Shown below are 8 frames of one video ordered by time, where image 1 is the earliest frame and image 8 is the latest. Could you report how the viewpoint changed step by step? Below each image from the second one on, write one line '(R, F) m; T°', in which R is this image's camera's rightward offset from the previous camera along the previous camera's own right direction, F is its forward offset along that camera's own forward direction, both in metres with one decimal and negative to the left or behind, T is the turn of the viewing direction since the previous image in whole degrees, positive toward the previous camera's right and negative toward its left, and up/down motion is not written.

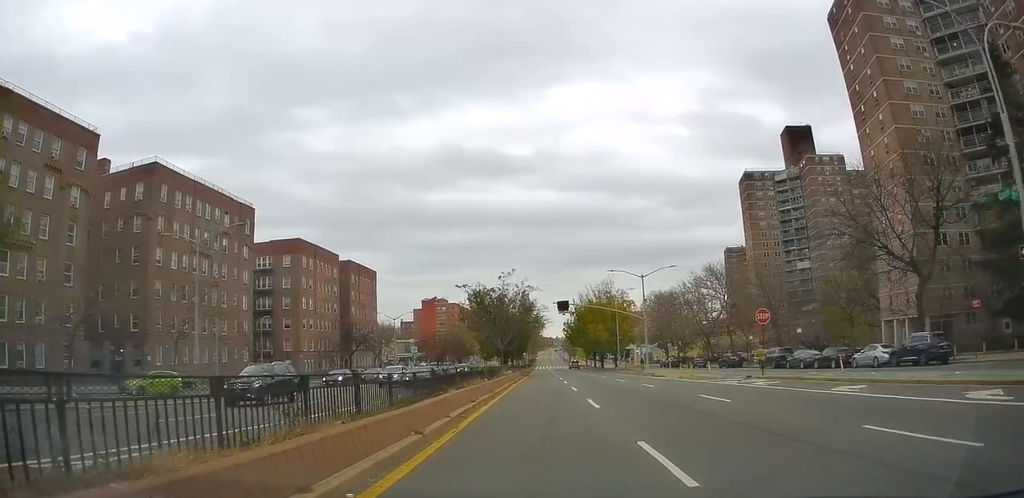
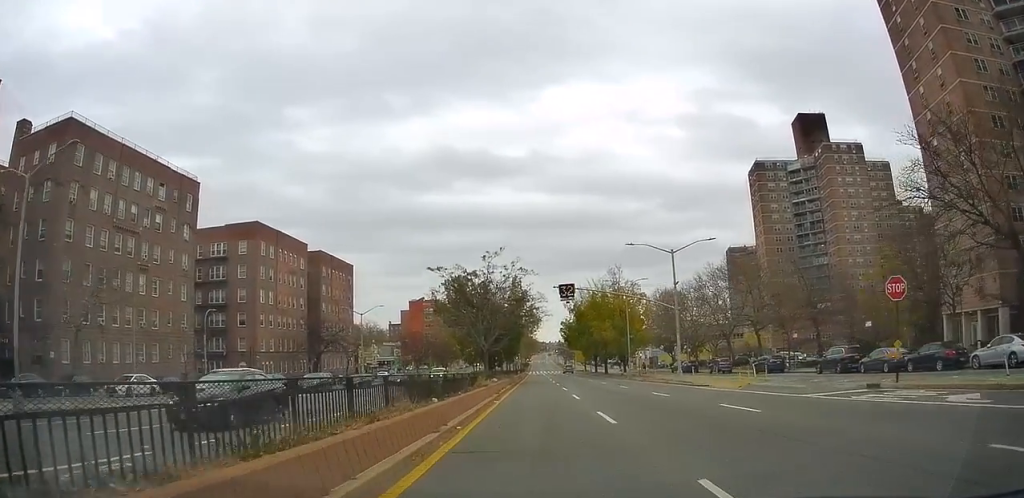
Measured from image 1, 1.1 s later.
(+0.5, +12.6) m; 0°
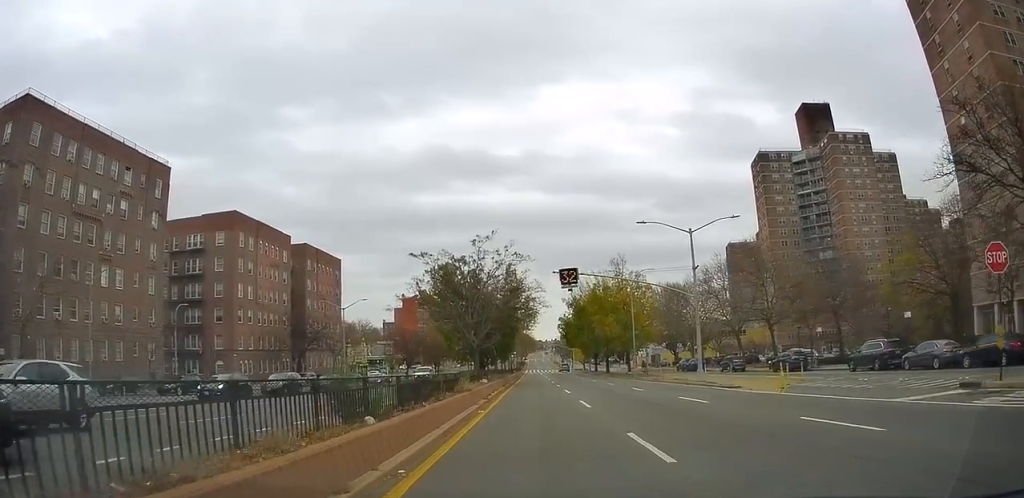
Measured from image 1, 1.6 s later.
(-0.2, +5.3) m; 0°
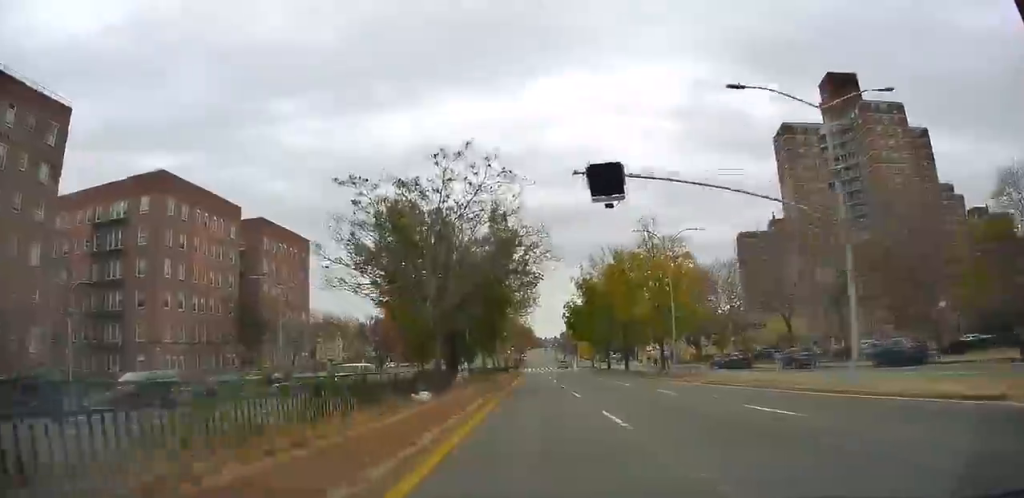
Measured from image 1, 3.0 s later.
(+0.2, +16.6) m; +2°
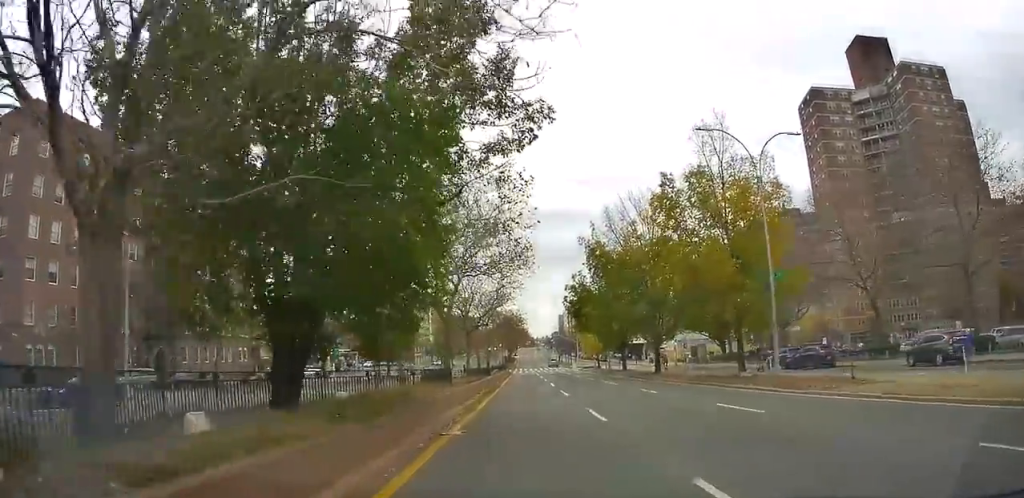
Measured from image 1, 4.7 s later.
(-0.5, +18.8) m; -2°
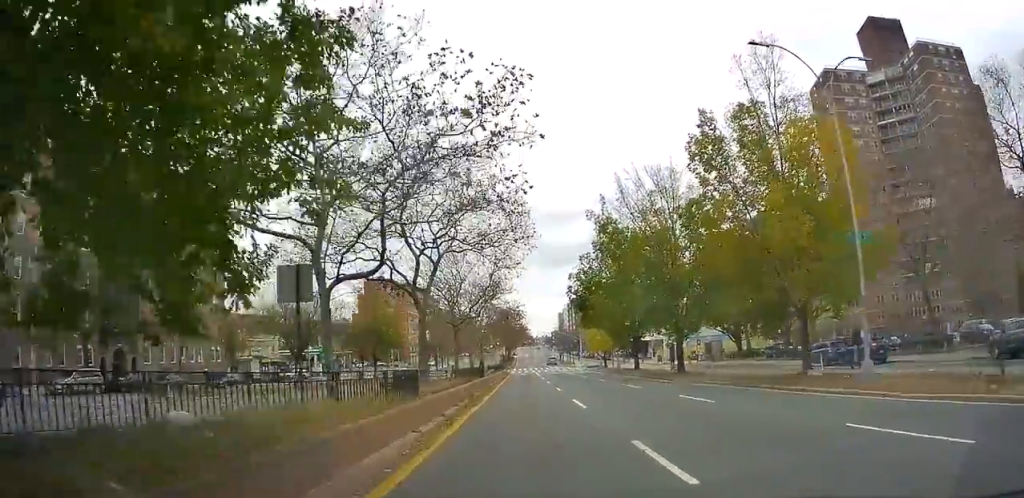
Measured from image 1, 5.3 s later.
(-0.1, +6.9) m; +1°
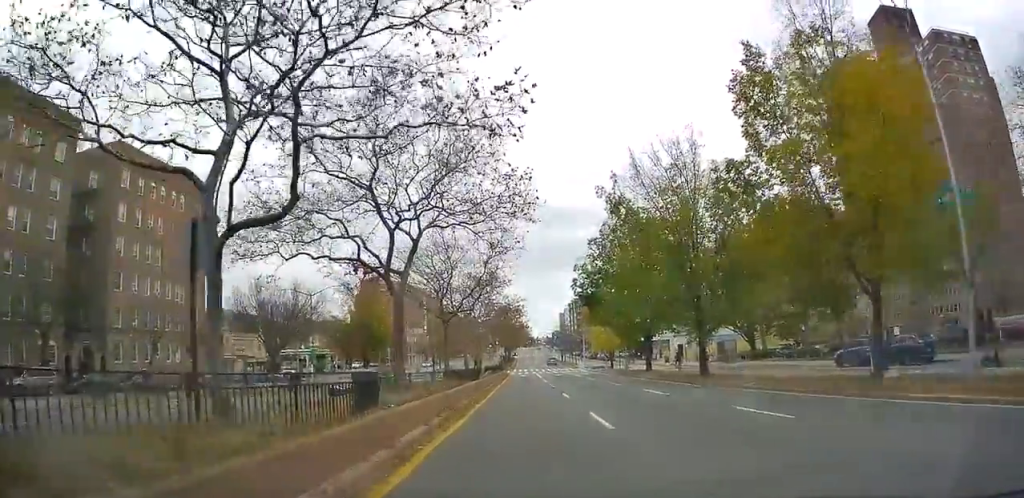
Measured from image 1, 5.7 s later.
(+0.2, +4.8) m; +1°
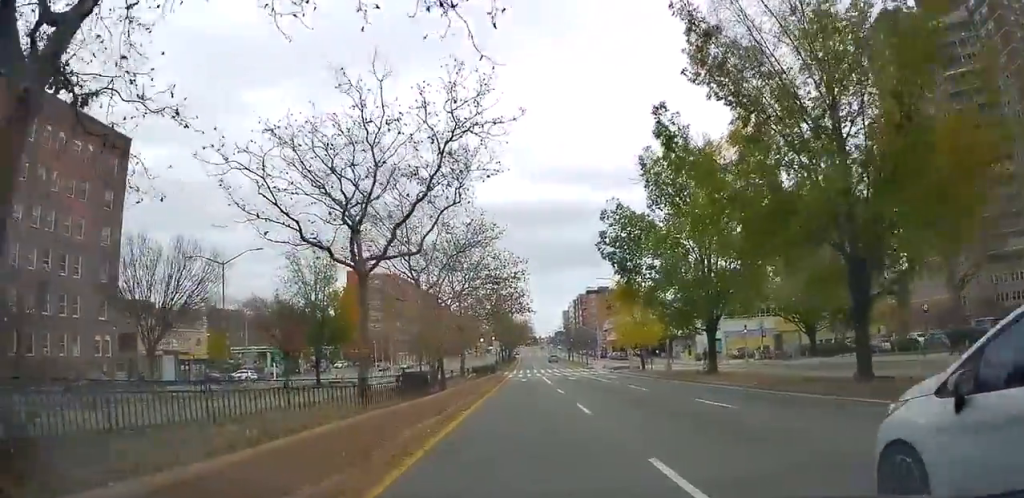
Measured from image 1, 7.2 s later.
(+0.2, +16.2) m; 0°
